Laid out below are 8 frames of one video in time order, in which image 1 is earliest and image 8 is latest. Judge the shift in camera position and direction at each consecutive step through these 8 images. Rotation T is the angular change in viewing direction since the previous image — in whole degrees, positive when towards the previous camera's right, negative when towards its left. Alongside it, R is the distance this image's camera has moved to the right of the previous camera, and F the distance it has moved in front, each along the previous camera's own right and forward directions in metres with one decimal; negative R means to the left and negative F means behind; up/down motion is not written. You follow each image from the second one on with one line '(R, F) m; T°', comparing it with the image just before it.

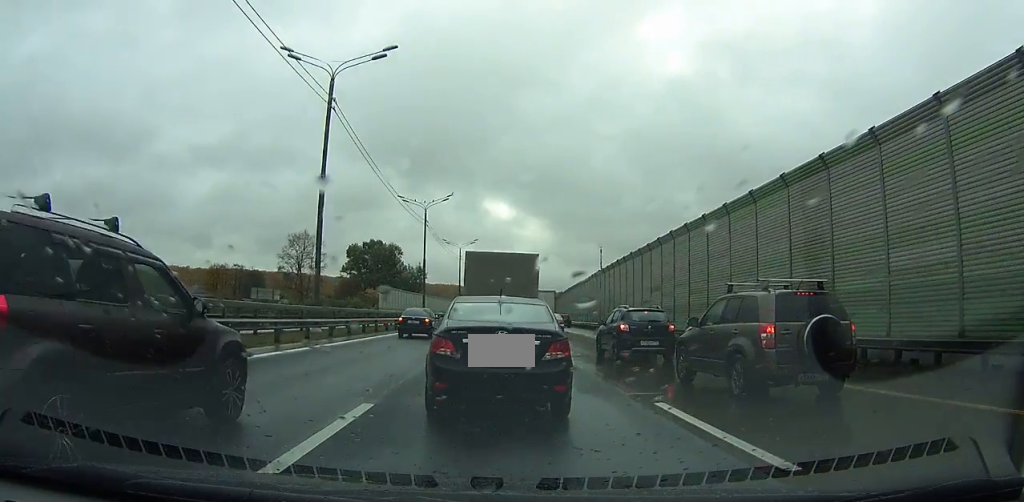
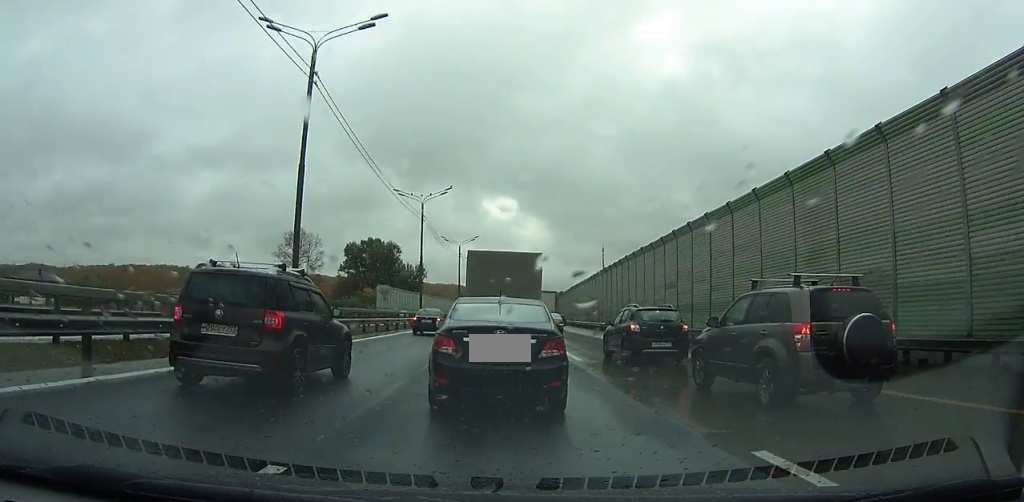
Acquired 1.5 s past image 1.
(0.0, +2.4) m; +1°
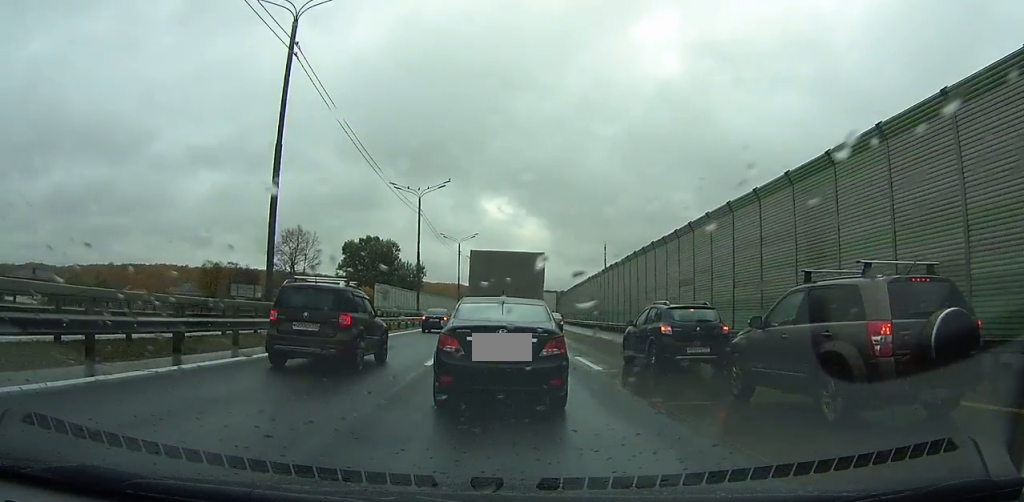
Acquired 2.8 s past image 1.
(0.0, +2.6) m; 0°
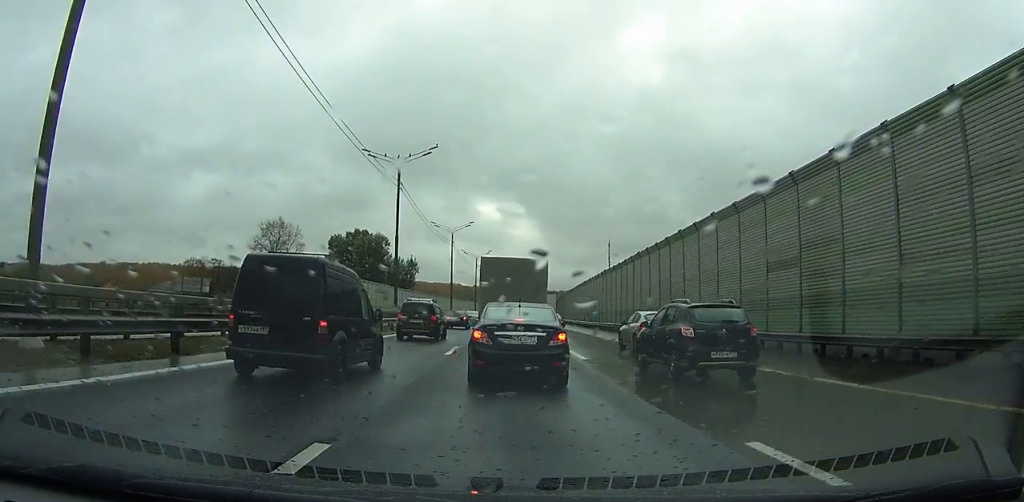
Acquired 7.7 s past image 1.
(0.0, +11.2) m; +1°
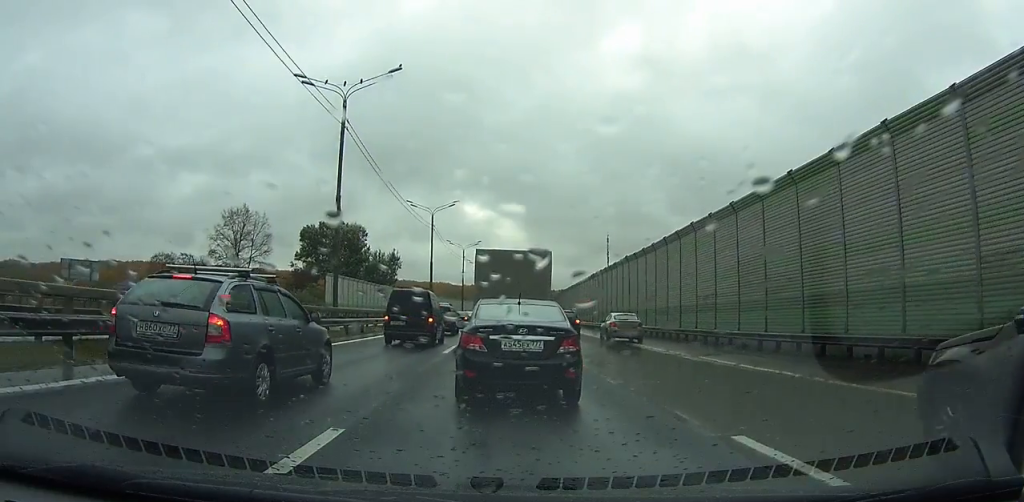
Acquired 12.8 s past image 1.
(0.0, +14.7) m; -1°
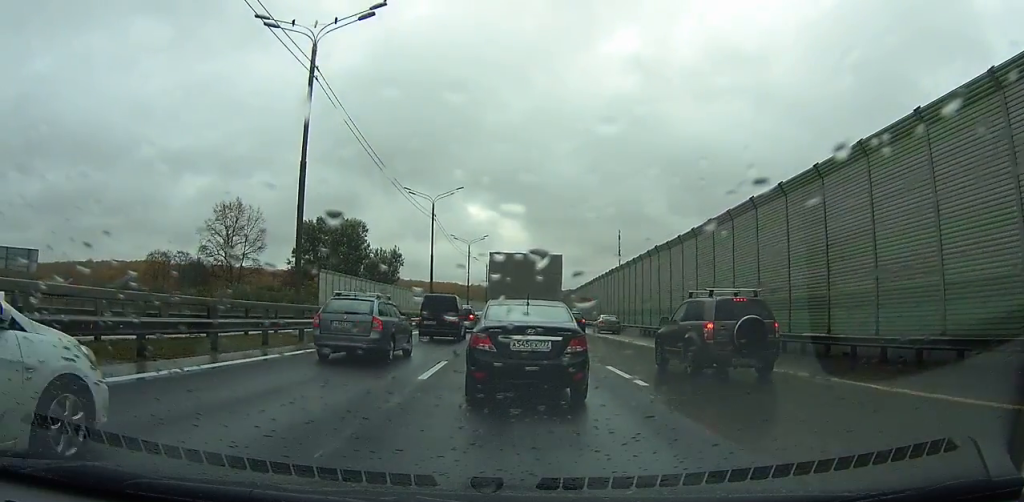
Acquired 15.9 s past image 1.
(0.0, +9.3) m; +1°
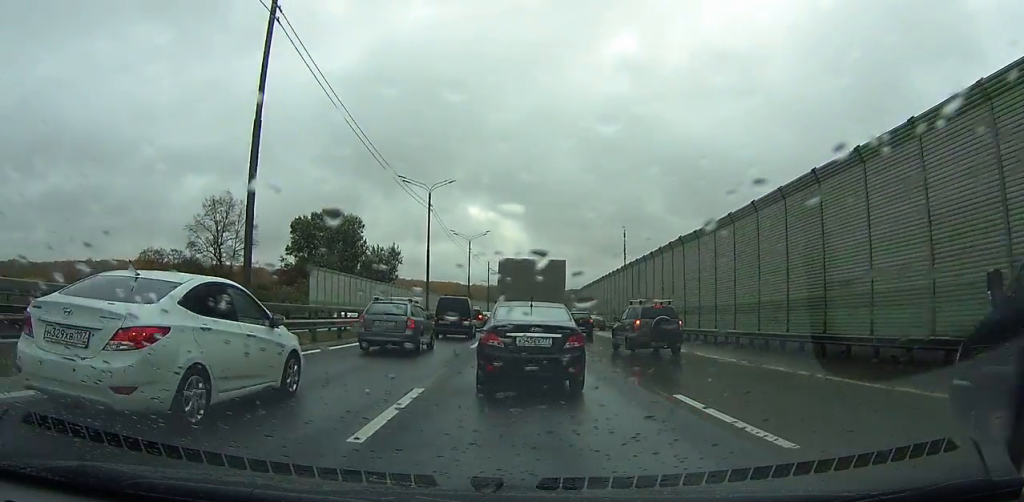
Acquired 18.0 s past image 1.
(+0.1, +6.5) m; +1°
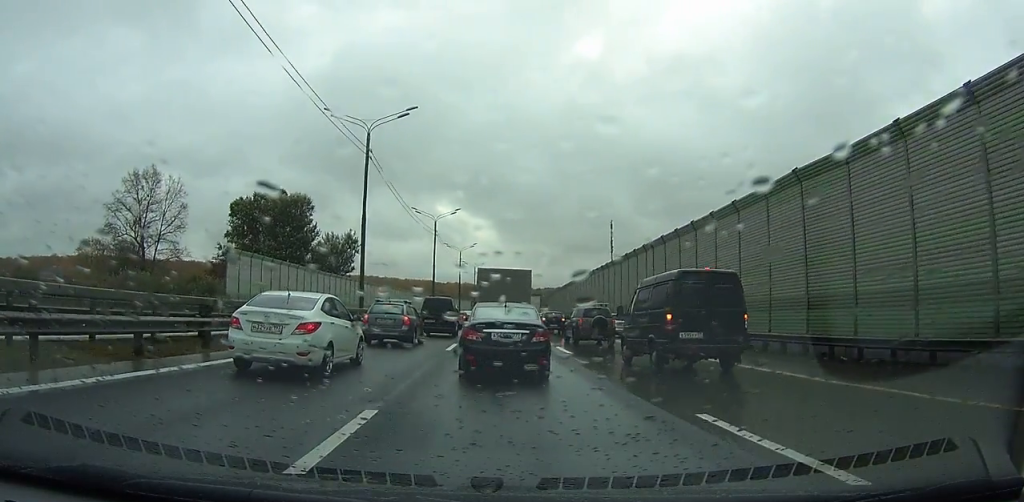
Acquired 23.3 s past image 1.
(+0.2, +18.7) m; 0°
